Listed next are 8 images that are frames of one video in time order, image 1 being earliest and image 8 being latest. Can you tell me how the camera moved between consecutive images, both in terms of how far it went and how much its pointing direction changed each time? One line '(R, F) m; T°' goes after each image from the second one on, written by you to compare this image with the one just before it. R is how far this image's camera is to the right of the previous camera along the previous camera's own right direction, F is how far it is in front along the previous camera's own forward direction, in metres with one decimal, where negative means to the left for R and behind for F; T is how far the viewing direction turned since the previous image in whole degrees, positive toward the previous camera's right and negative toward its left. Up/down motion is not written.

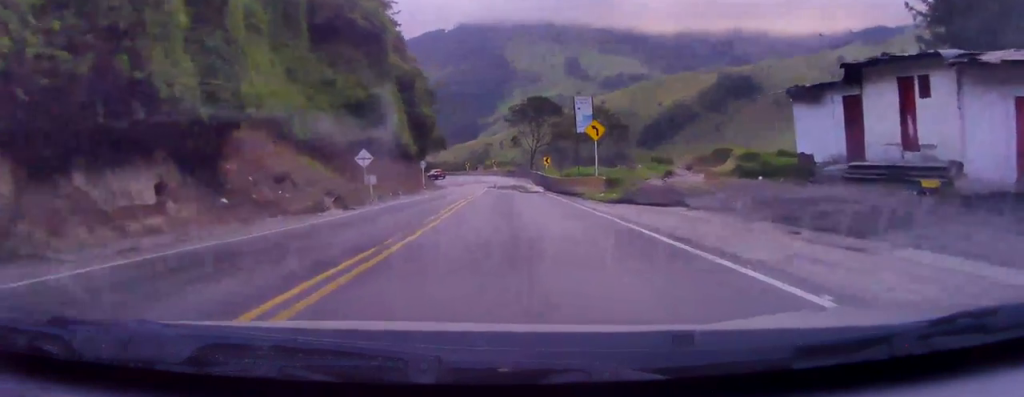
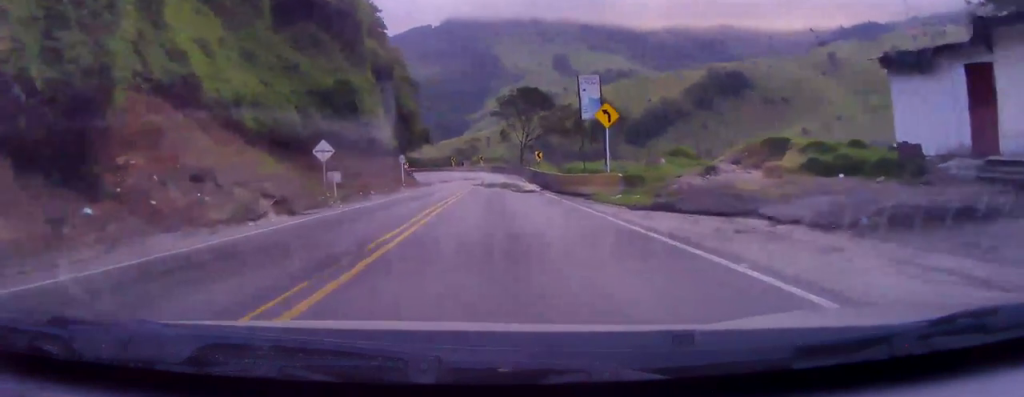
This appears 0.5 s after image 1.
(+0.2, +6.8) m; 0°
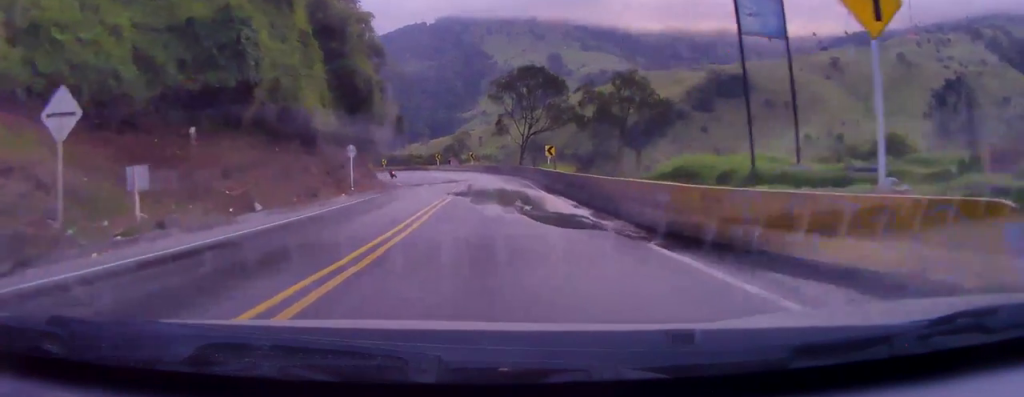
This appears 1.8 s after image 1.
(-0.3, +19.9) m; 0°
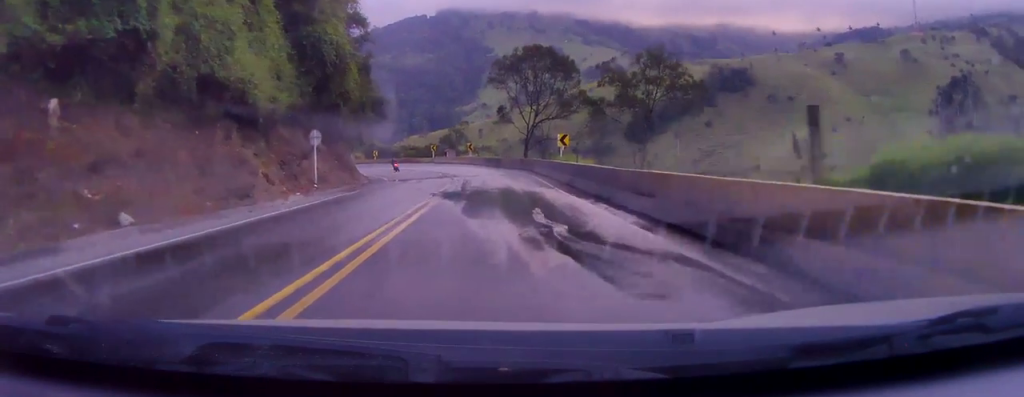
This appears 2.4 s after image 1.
(+0.2, +8.5) m; 0°
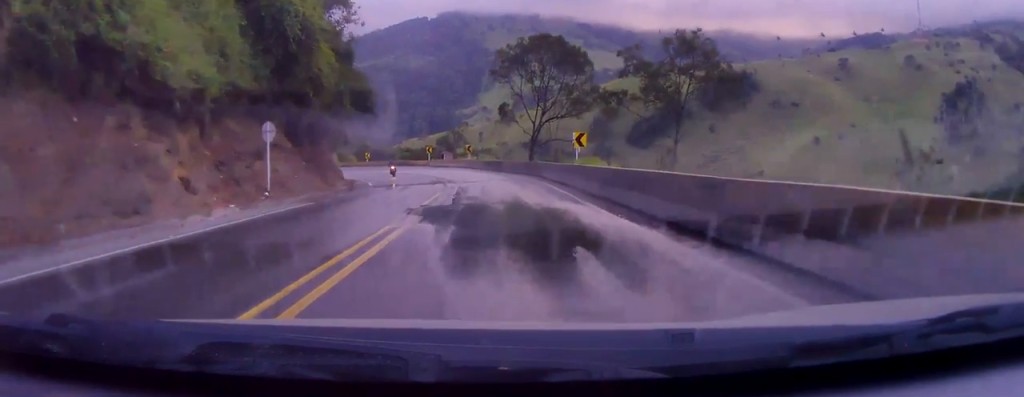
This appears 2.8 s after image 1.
(+0.1, +7.0) m; 0°
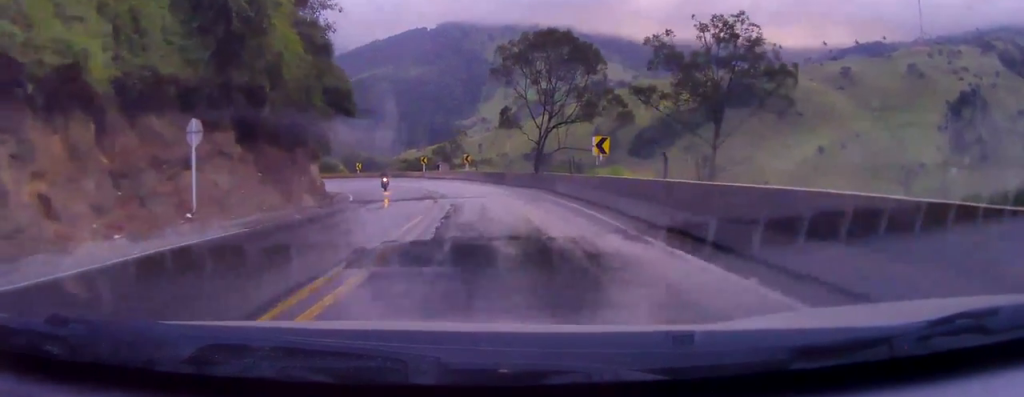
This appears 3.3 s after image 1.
(-0.1, +6.5) m; -1°
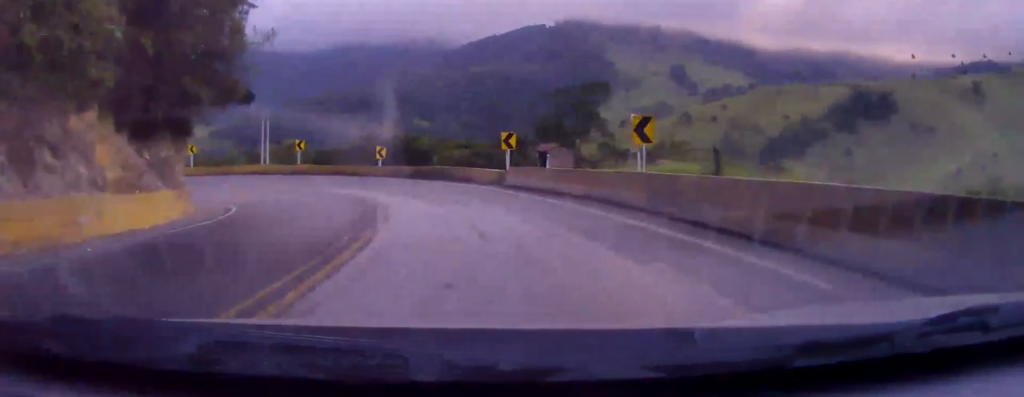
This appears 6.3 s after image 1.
(-4.7, +44.6) m; -14°
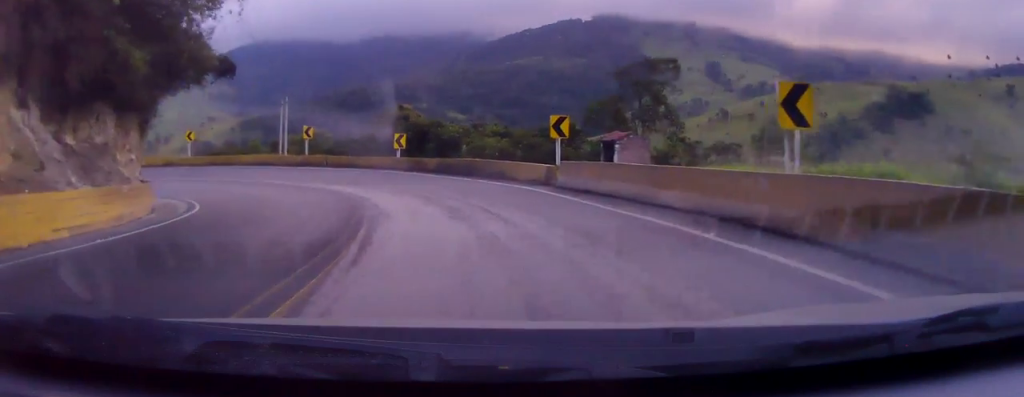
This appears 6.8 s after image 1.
(-0.2, +6.8) m; -3°
